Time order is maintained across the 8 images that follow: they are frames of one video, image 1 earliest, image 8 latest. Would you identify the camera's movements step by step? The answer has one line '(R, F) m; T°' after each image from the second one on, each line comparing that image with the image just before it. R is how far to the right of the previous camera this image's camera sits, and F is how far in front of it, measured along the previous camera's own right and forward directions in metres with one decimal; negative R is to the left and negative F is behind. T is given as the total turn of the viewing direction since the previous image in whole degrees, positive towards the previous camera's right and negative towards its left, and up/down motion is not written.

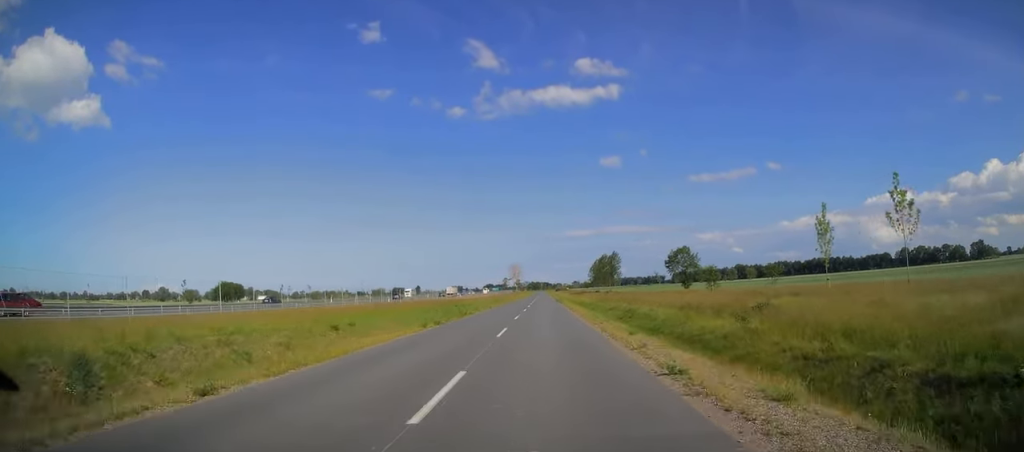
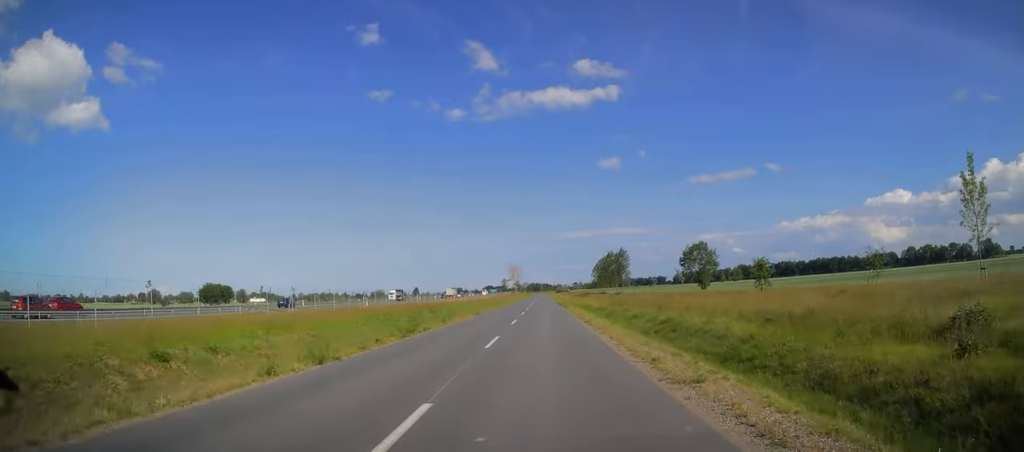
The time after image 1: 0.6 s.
(+0.1, +14.4) m; 0°
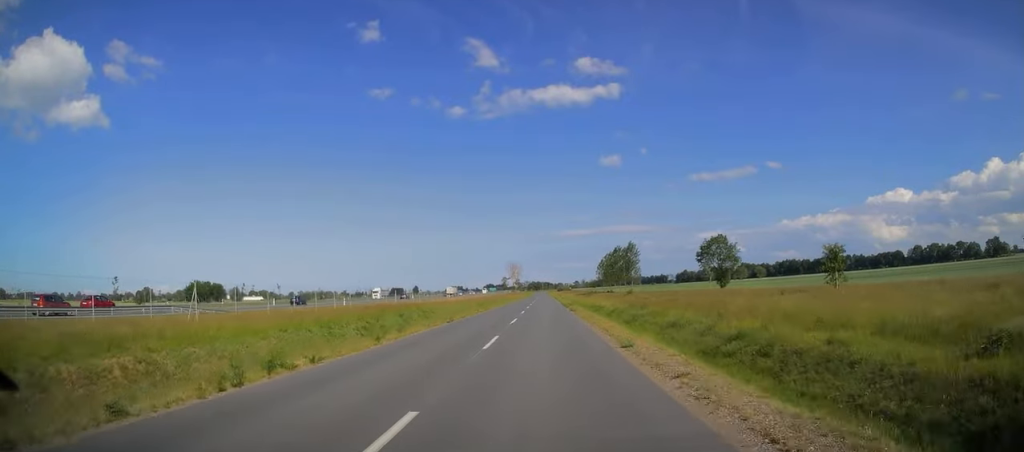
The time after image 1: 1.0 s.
(+0.2, +12.2) m; 0°
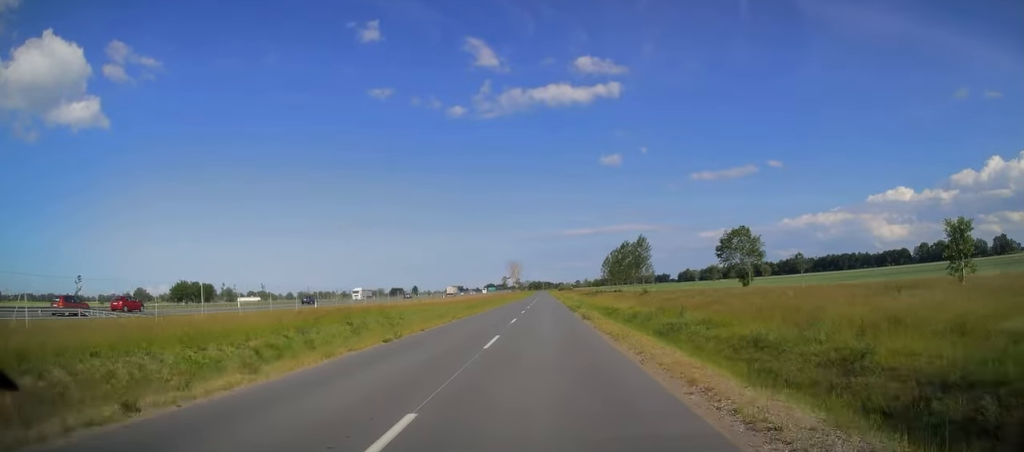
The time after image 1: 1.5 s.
(-0.1, +11.8) m; 0°
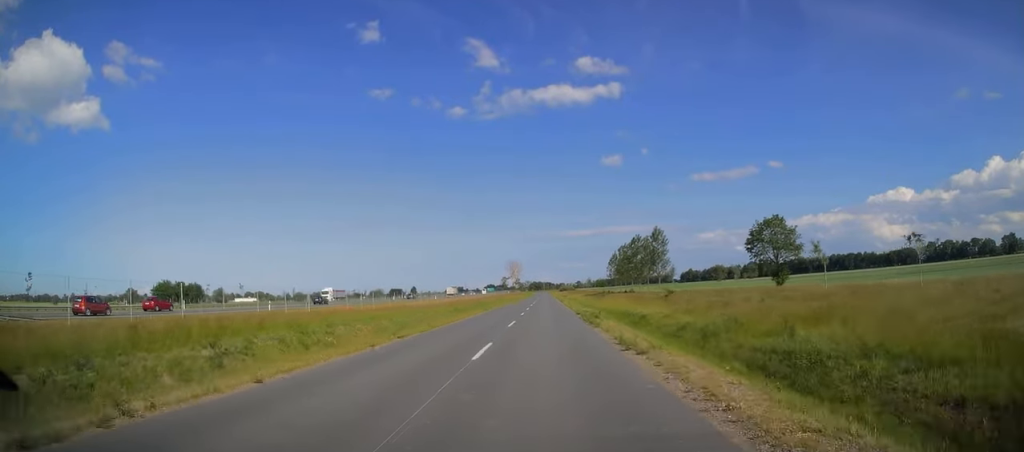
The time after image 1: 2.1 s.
(-0.2, +13.9) m; 0°
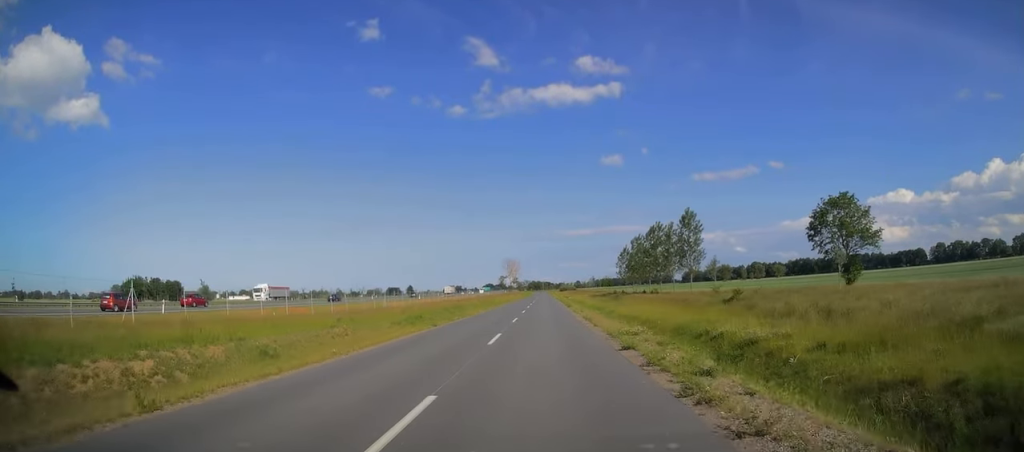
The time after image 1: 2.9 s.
(0.0, +19.8) m; 0°
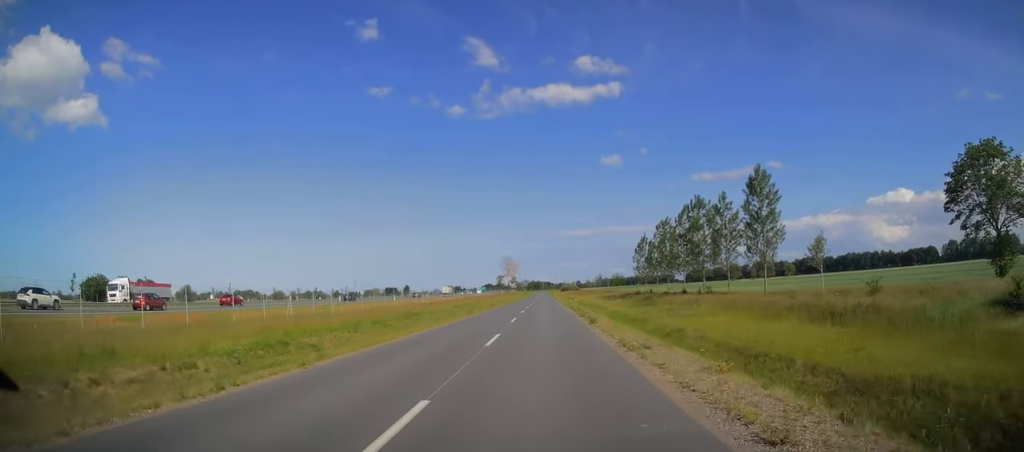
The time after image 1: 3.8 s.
(0.0, +23.6) m; 0°
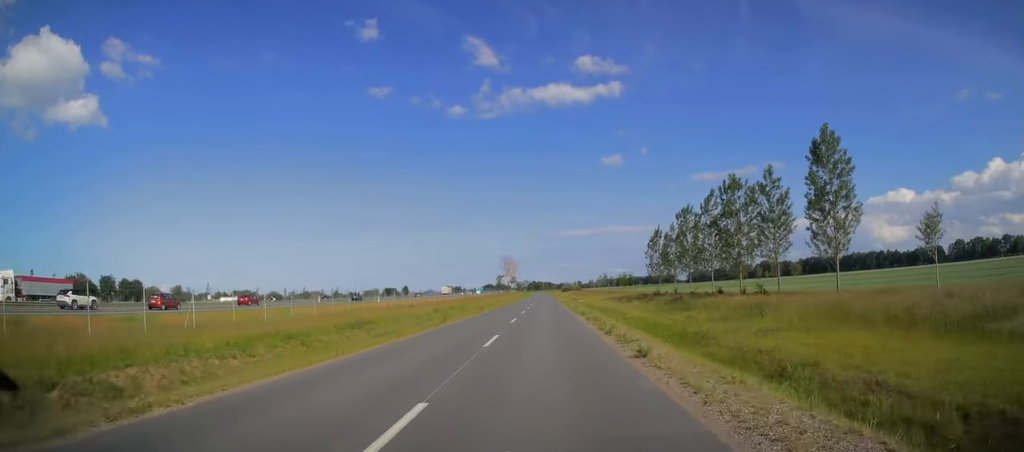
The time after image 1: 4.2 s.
(0.0, +11.8) m; 0°
